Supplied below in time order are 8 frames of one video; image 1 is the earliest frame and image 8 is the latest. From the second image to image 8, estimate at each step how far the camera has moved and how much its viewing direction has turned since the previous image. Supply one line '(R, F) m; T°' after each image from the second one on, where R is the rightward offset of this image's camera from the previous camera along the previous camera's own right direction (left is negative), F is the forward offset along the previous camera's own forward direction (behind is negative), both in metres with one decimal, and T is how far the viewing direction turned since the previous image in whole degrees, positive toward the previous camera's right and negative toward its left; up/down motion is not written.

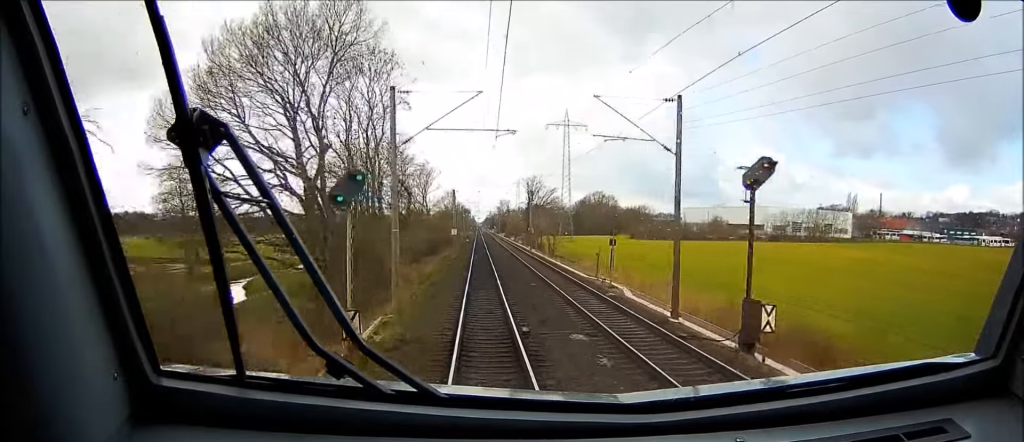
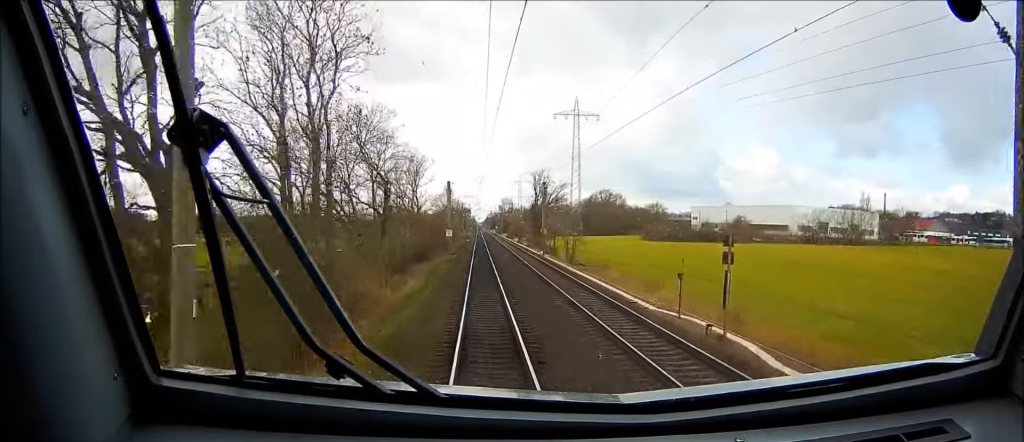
(0.0, +18.1) m; 0°
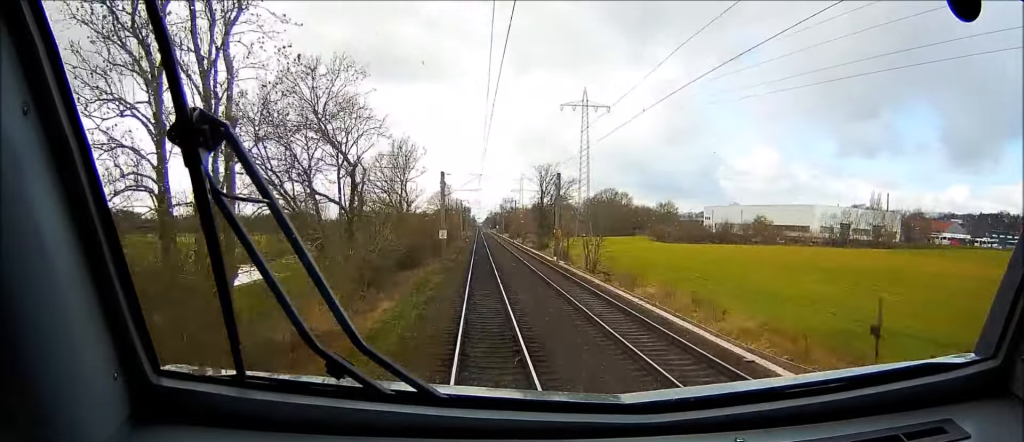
(0.0, +13.5) m; 0°
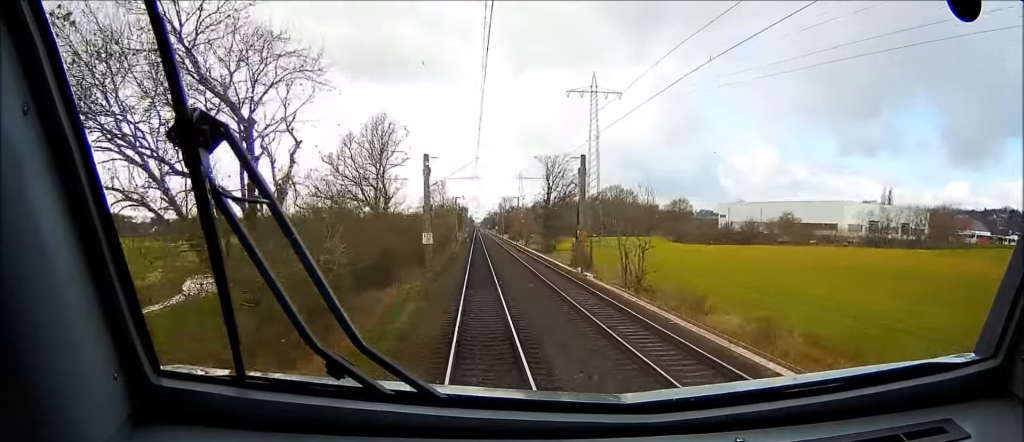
(0.0, +17.9) m; 0°
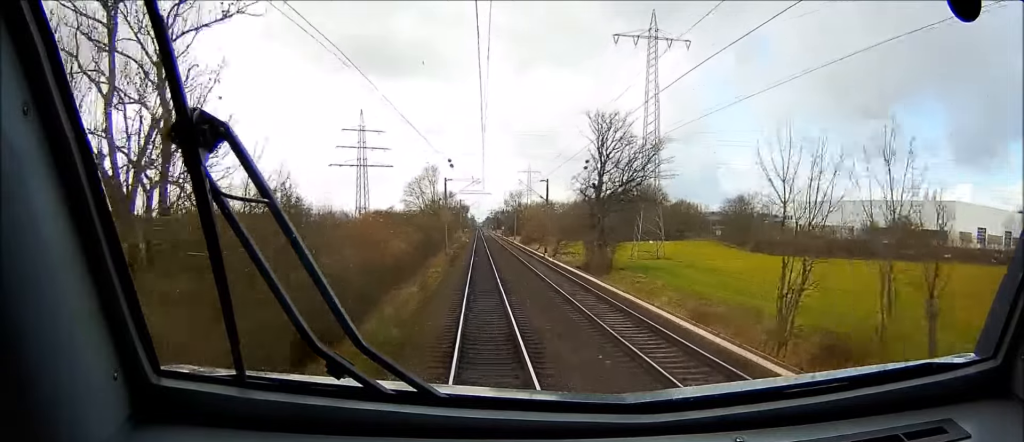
(-0.2, +46.8) m; 0°
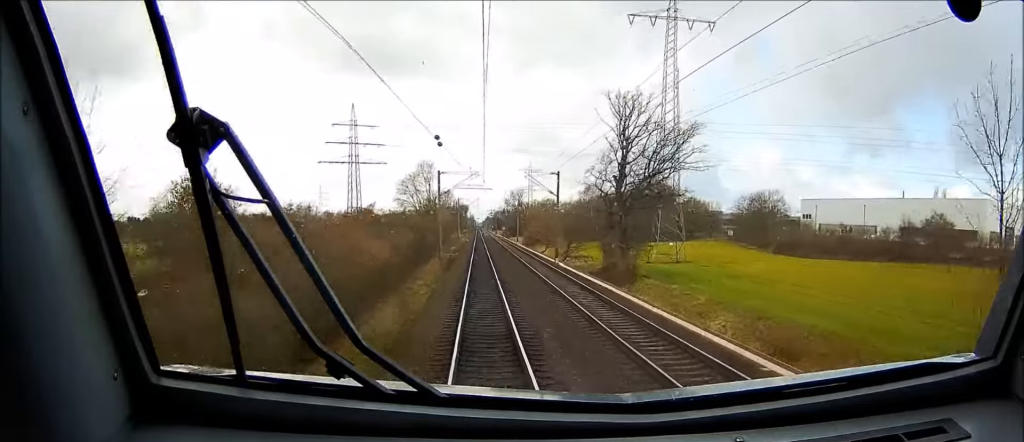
(0.0, +11.7) m; 0°
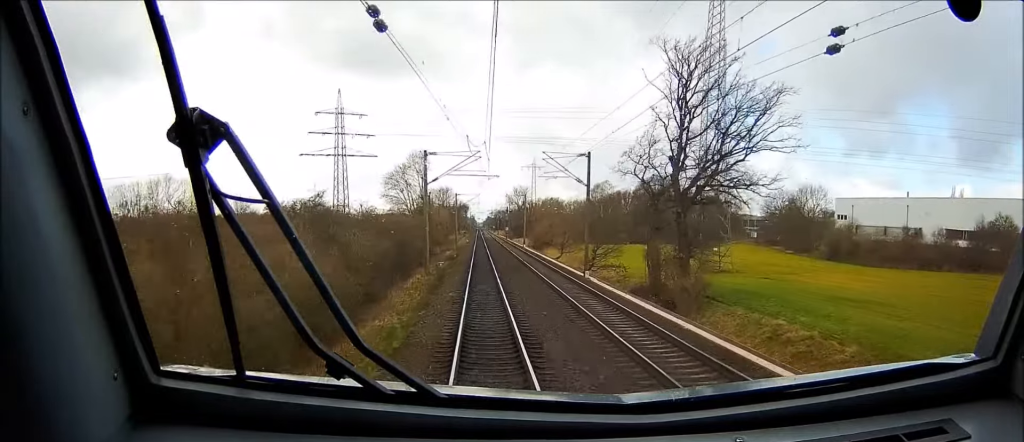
(0.0, +17.2) m; 0°
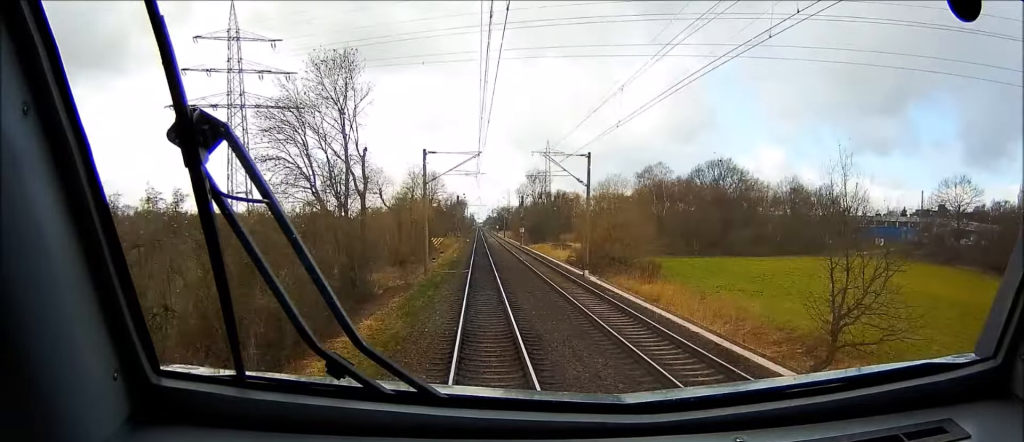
(+0.5, +65.5) m; +1°
